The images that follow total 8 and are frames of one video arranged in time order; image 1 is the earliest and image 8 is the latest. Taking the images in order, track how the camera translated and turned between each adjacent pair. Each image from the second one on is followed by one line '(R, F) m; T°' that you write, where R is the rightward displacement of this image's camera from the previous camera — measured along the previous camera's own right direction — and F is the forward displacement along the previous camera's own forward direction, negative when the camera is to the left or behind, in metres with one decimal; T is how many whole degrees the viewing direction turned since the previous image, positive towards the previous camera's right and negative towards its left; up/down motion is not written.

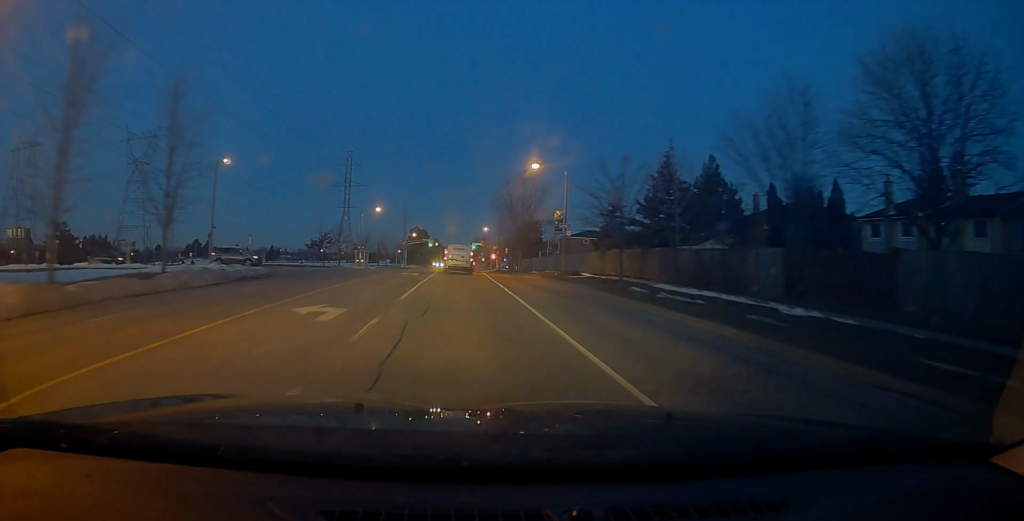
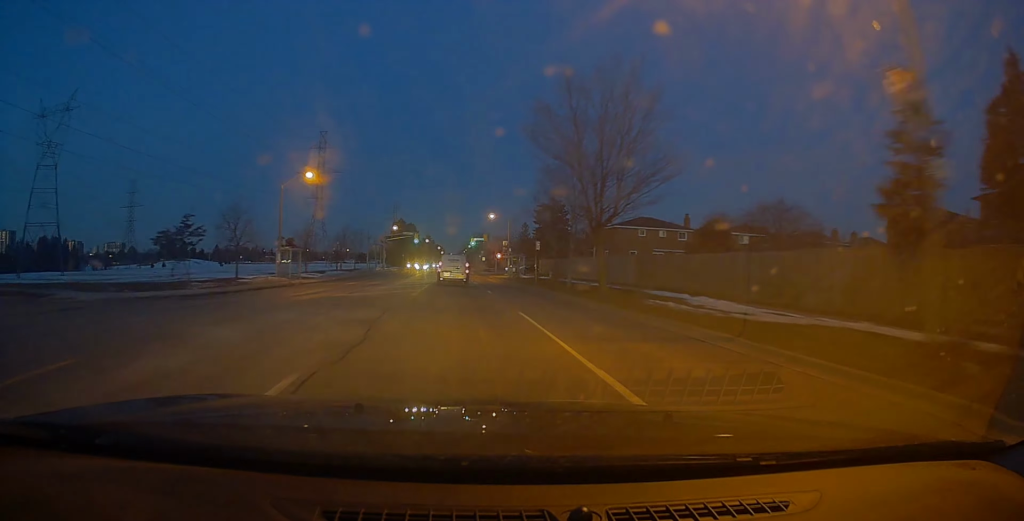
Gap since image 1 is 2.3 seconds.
(-0.9, +34.5) m; 0°
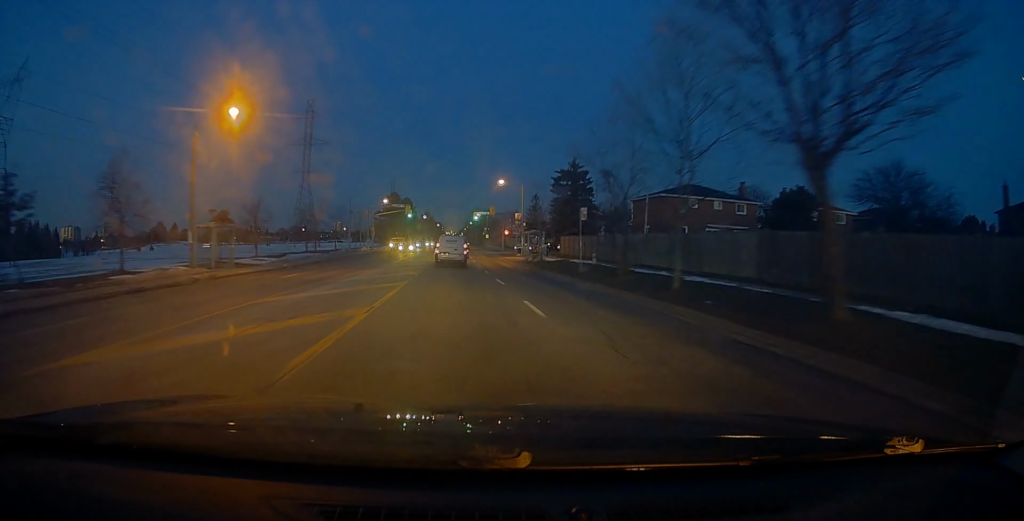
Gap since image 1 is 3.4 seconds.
(+0.4, +15.9) m; -1°
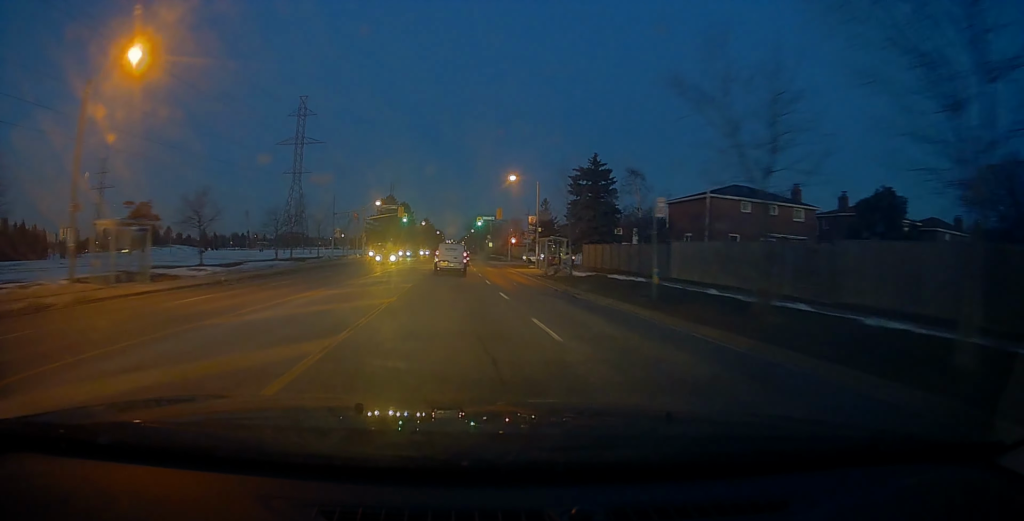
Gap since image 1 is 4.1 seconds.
(-0.7, +10.4) m; -1°
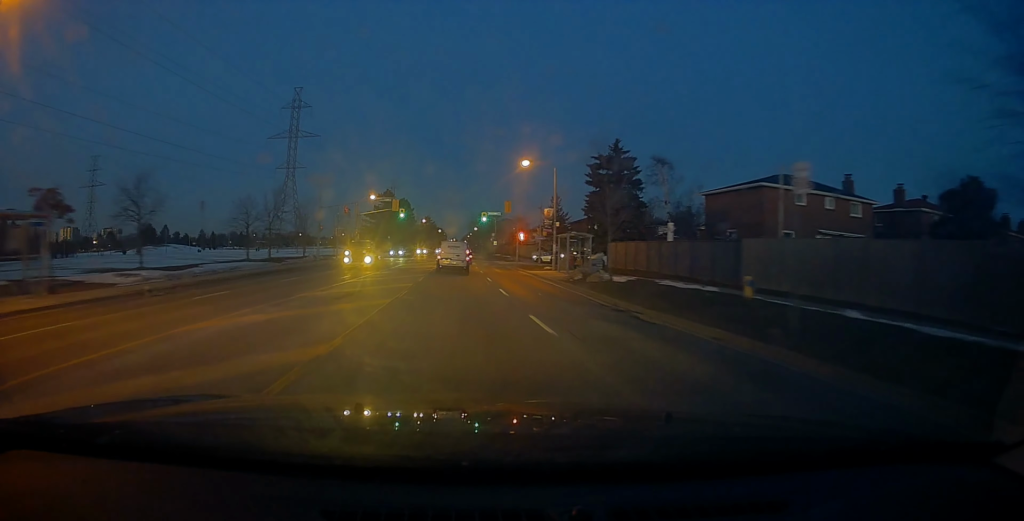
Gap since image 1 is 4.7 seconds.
(+0.4, +7.6) m; +1°
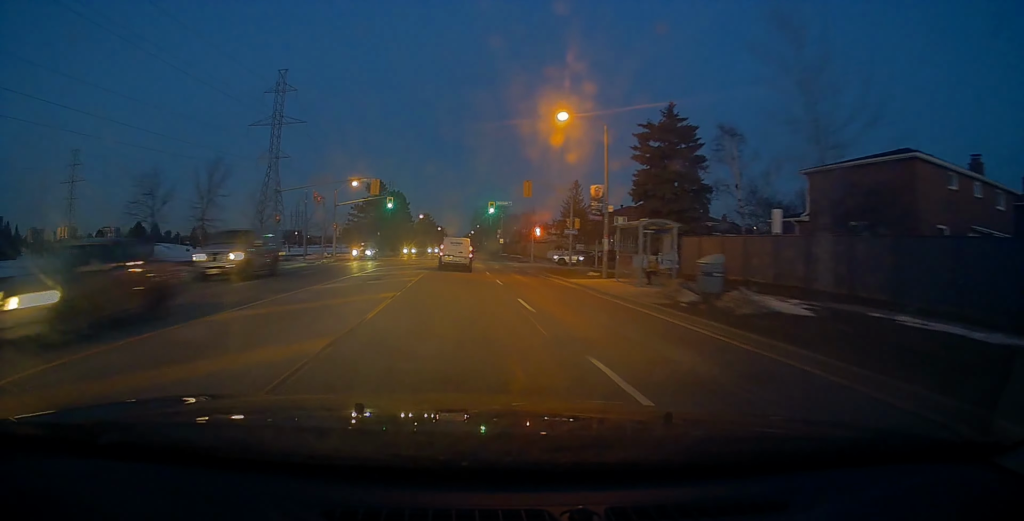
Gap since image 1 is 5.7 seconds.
(+0.2, +14.3) m; +1°
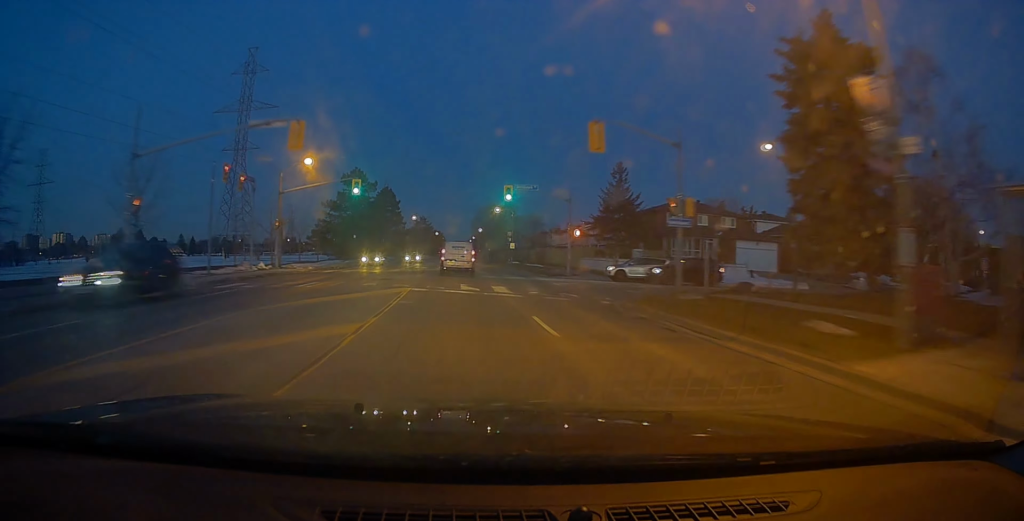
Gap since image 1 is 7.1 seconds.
(0.0, +20.0) m; +3°
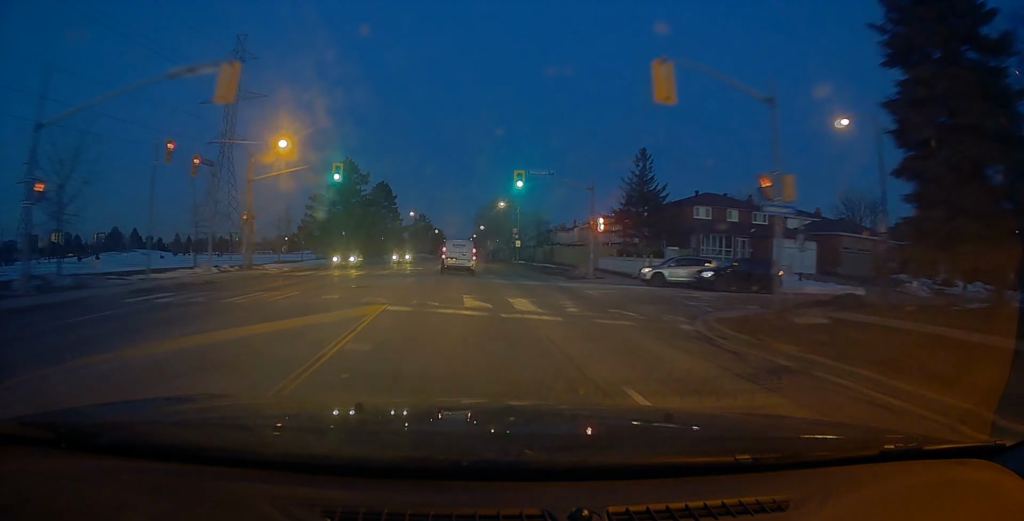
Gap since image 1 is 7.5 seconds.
(+0.3, +6.7) m; 0°
